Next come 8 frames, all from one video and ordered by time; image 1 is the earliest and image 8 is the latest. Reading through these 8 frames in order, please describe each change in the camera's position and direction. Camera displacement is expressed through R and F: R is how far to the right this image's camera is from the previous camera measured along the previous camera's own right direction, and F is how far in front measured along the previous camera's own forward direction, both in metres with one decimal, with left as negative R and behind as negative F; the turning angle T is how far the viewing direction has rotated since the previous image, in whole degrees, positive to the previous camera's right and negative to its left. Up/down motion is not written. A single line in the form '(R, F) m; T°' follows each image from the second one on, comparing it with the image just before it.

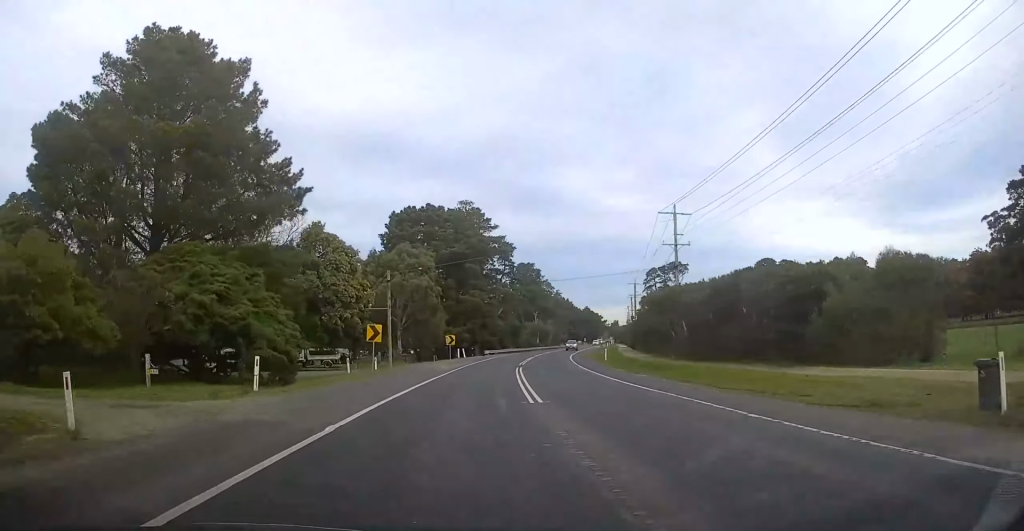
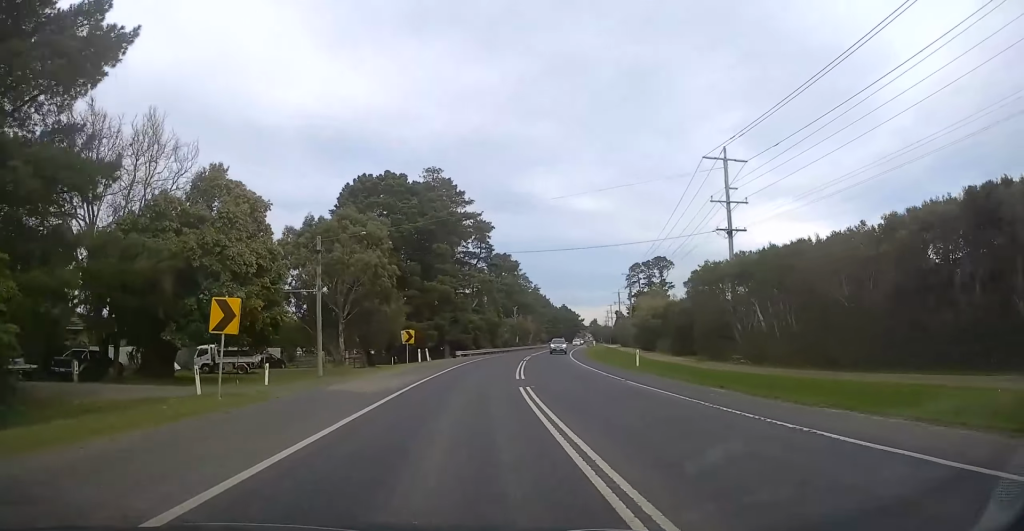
(+0.4, +18.2) m; +2°
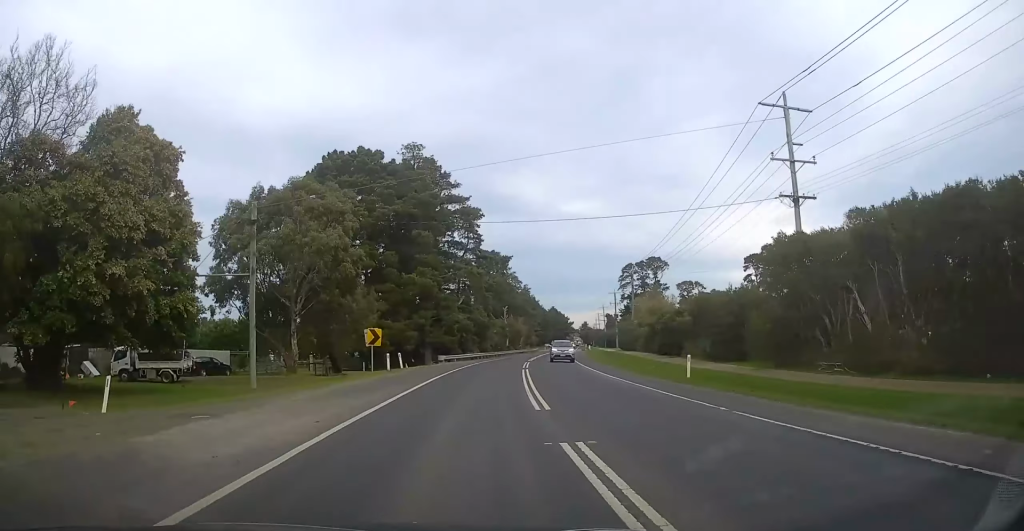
(-0.1, +11.2) m; +1°
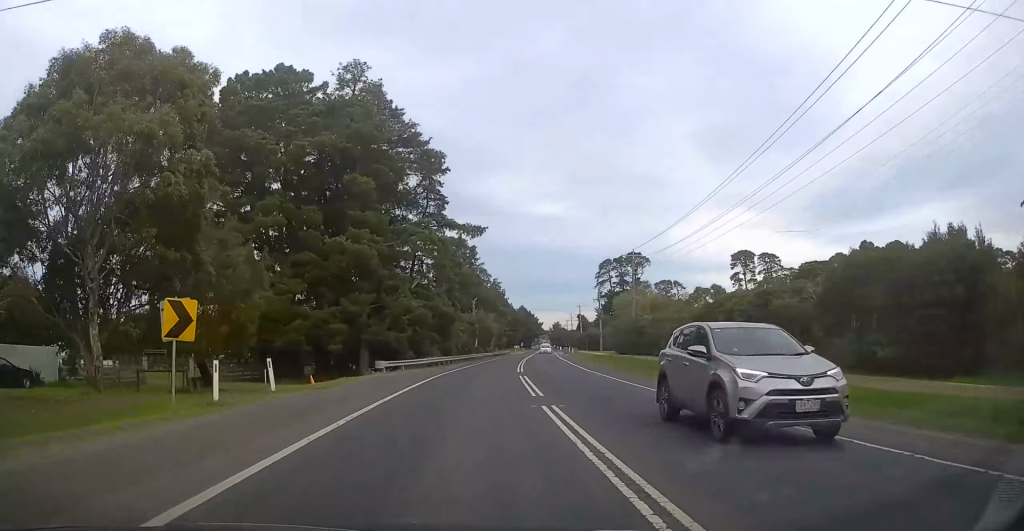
(+0.6, +20.9) m; +3°
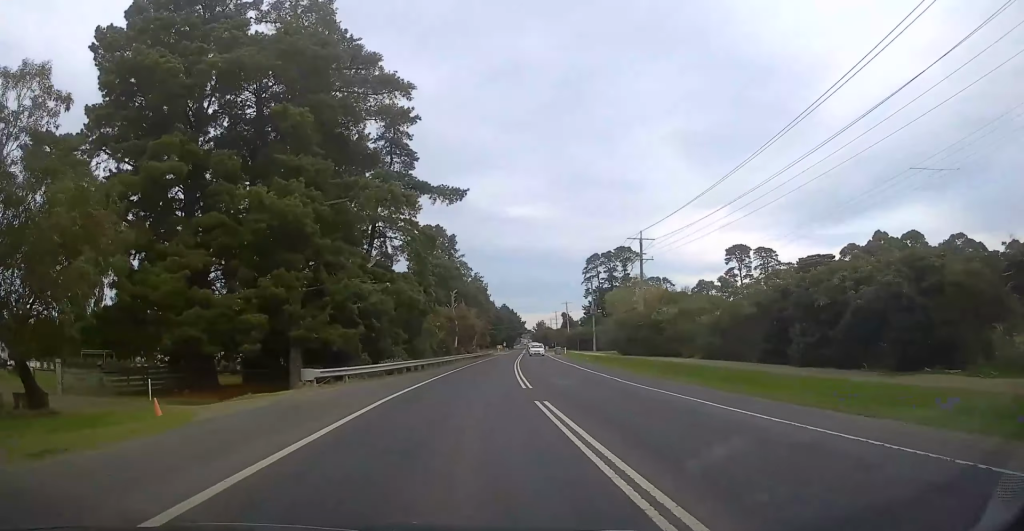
(+0.3, +13.7) m; +2°
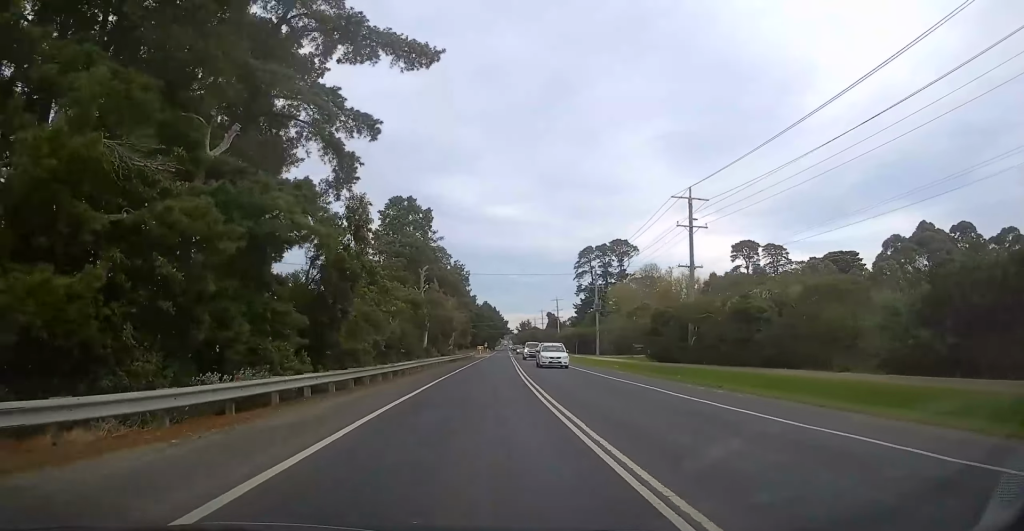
(+0.6, +21.9) m; +3°
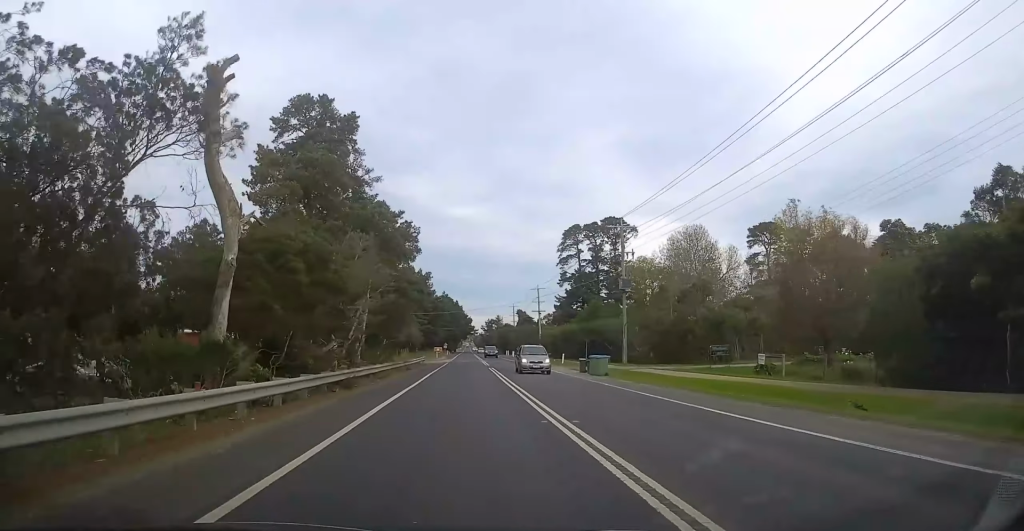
(+1.8, +39.1) m; +4°
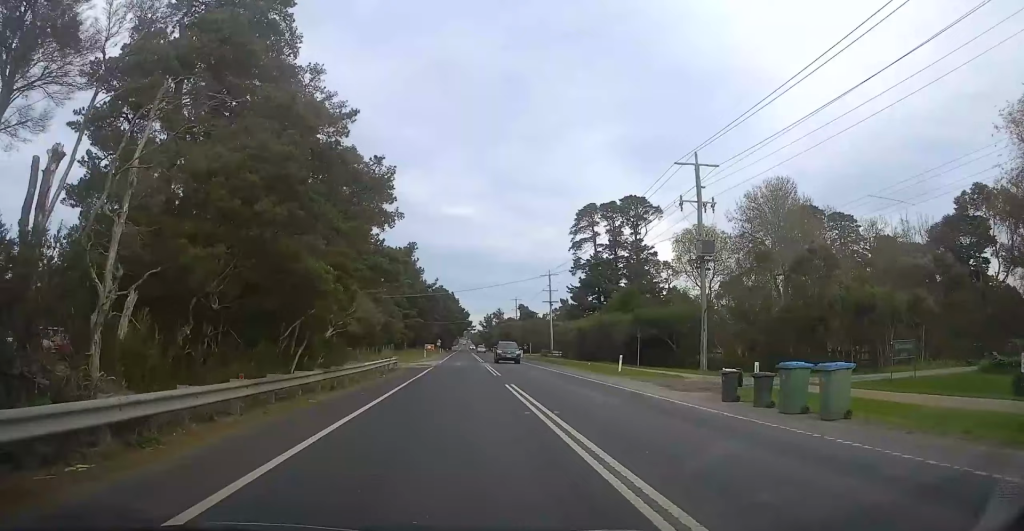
(0.0, +22.4) m; 0°
